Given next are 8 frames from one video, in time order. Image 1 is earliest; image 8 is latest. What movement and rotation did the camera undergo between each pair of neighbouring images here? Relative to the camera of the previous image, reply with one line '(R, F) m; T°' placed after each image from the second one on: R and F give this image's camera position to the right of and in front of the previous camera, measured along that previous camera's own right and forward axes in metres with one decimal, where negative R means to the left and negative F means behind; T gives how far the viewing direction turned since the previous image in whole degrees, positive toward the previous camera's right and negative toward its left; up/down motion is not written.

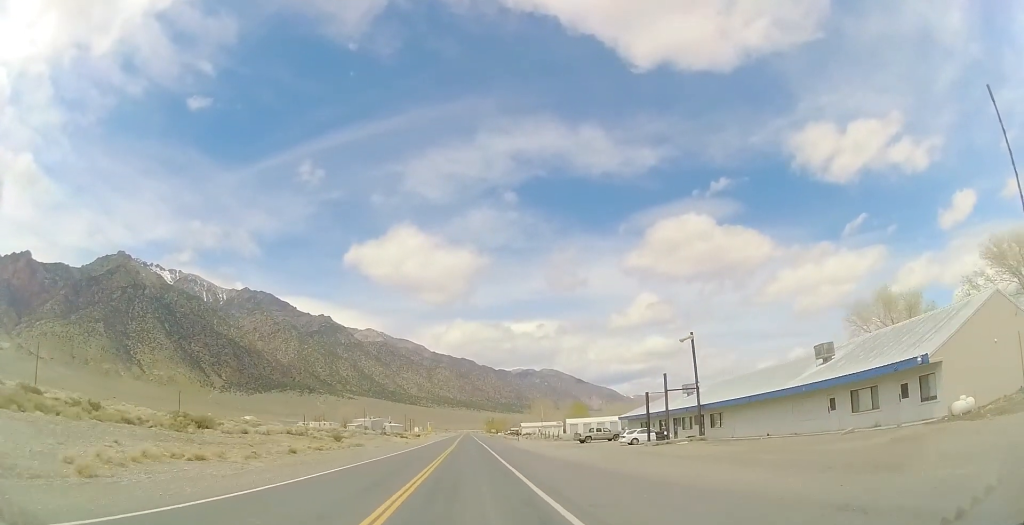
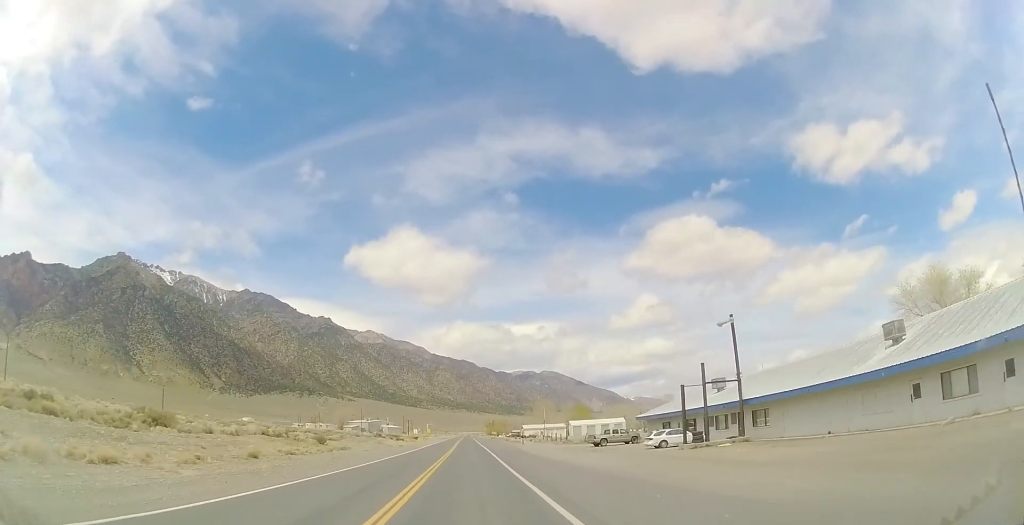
(0.0, +7.0) m; 0°
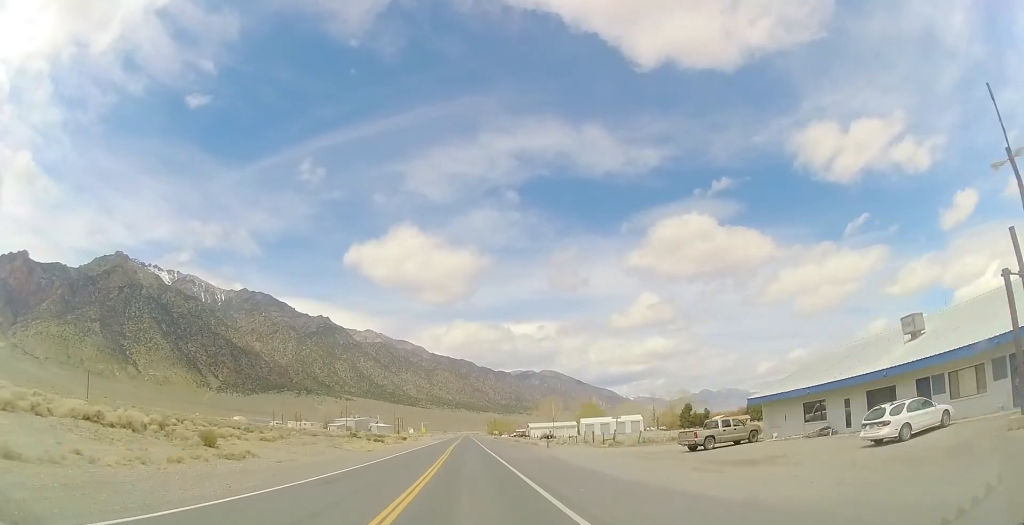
(-0.4, +24.9) m; -1°
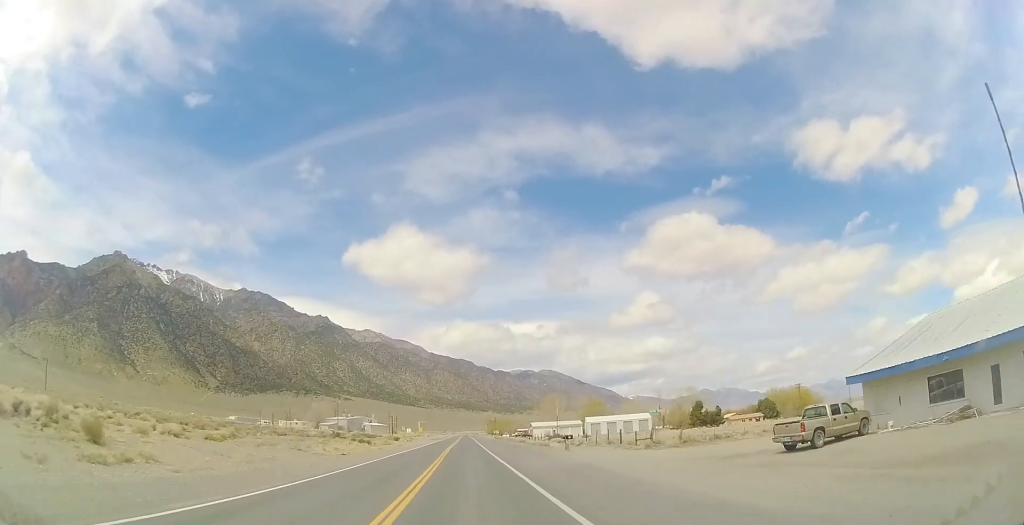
(0.0, +10.9) m; 0°
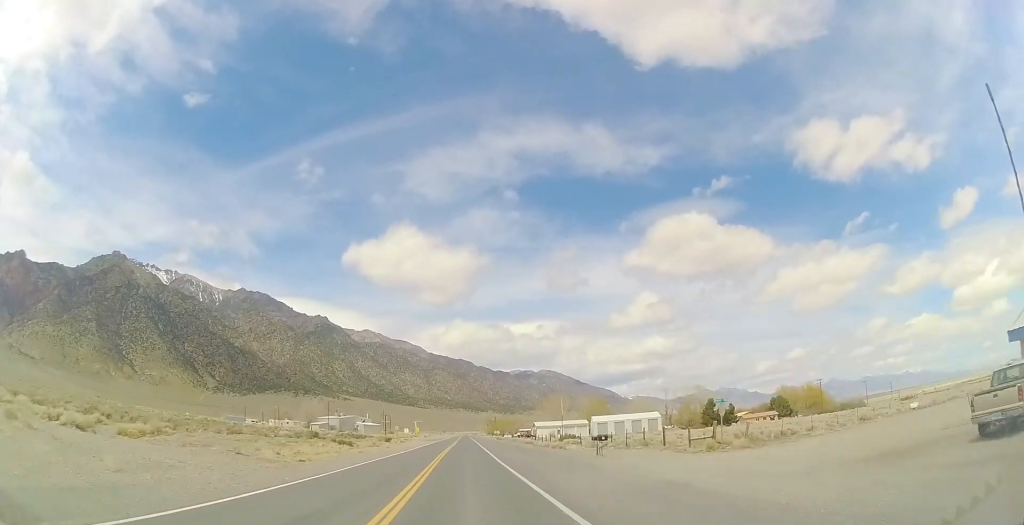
(+0.2, +11.0) m; +1°
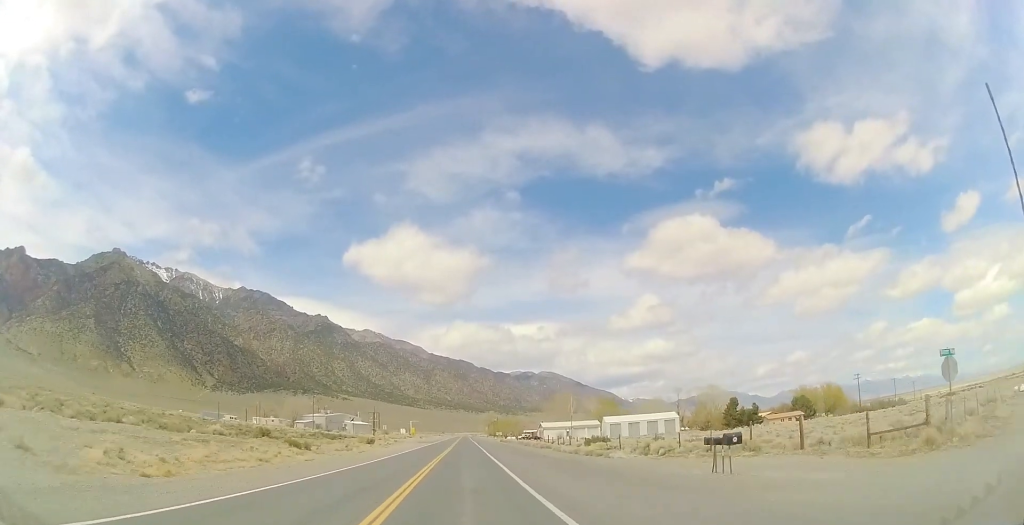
(+0.1, +16.8) m; -1°
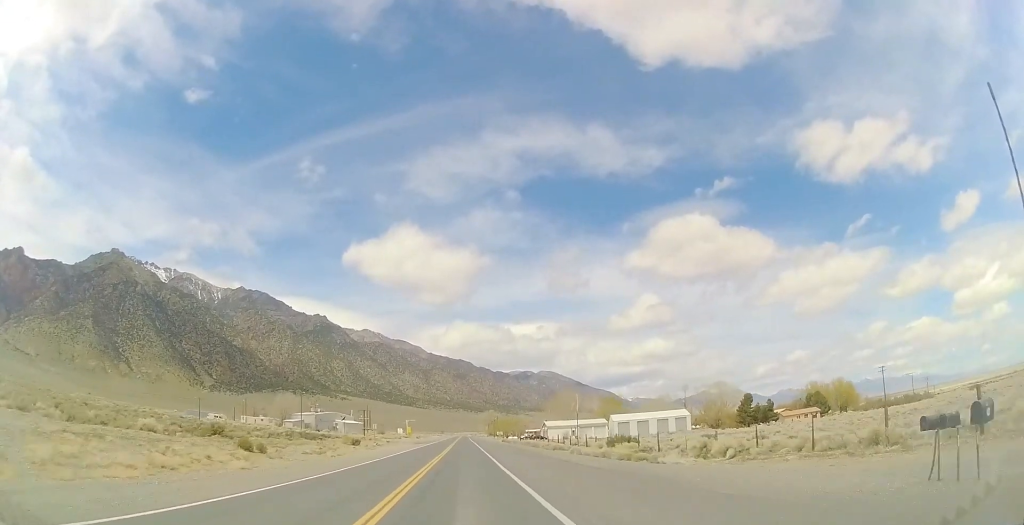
(-0.1, +10.0) m; -1°
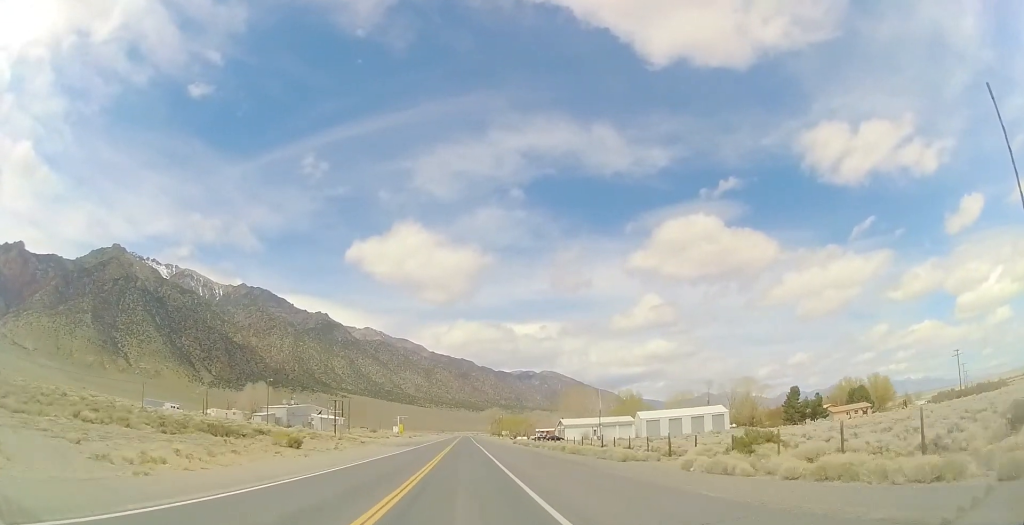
(-0.4, +24.7) m; 0°
